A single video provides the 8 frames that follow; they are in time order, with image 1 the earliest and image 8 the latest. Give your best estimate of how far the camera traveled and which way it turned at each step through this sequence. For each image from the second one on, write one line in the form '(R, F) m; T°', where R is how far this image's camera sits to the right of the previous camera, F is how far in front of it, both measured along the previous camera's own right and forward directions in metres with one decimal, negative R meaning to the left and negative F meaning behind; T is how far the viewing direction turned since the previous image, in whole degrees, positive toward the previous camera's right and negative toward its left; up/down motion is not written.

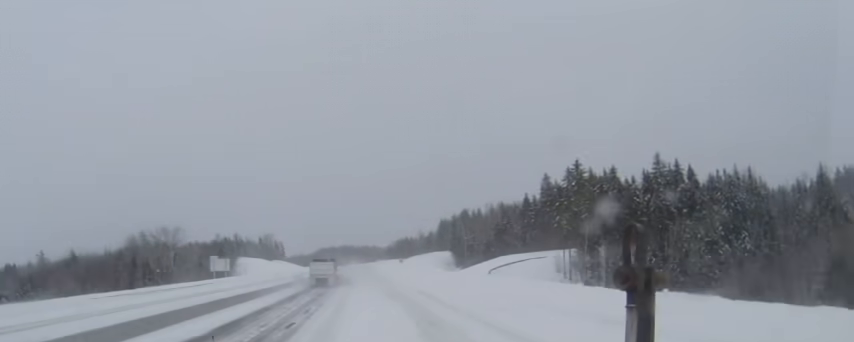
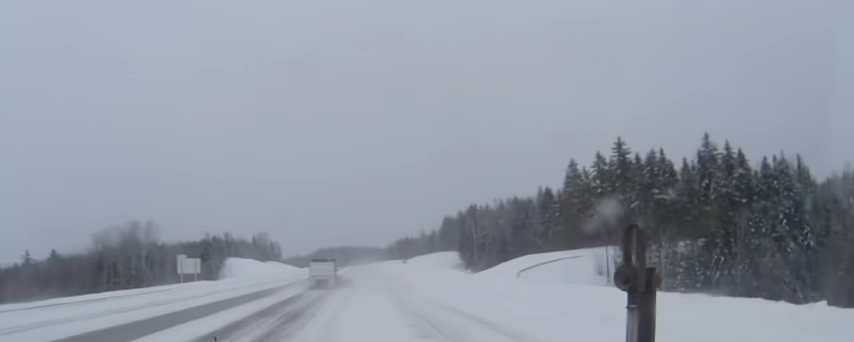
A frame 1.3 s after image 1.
(0.0, +20.8) m; 0°
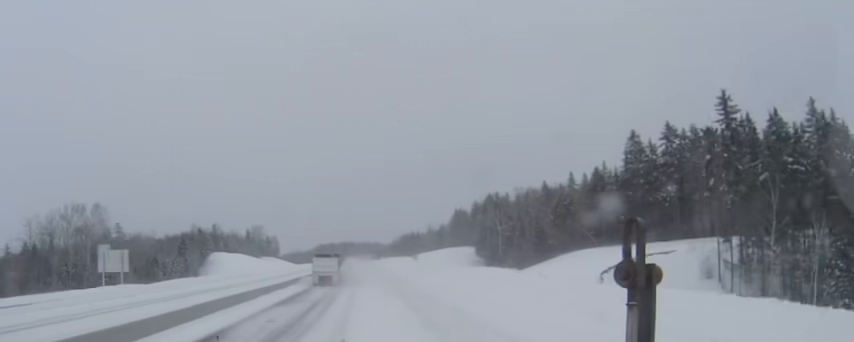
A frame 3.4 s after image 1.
(-0.1, +30.7) m; 0°
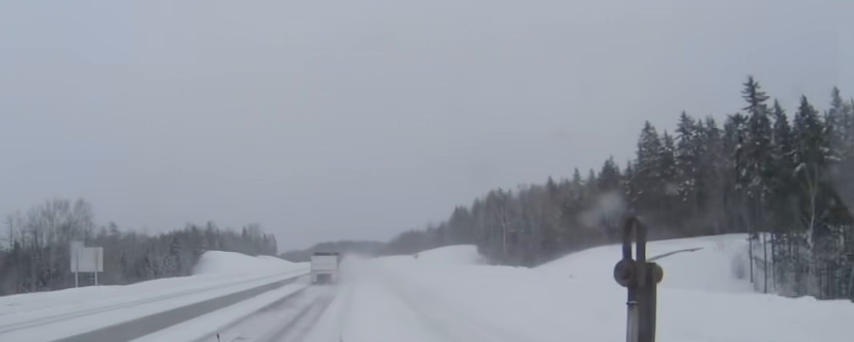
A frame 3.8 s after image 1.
(0.0, +6.5) m; 0°
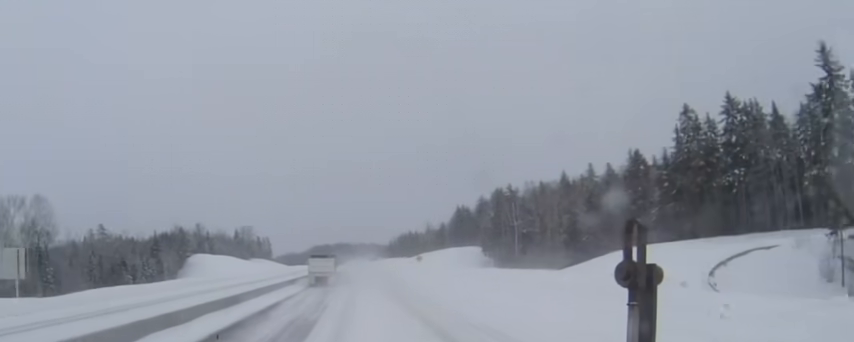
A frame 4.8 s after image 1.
(+0.1, +14.8) m; 0°
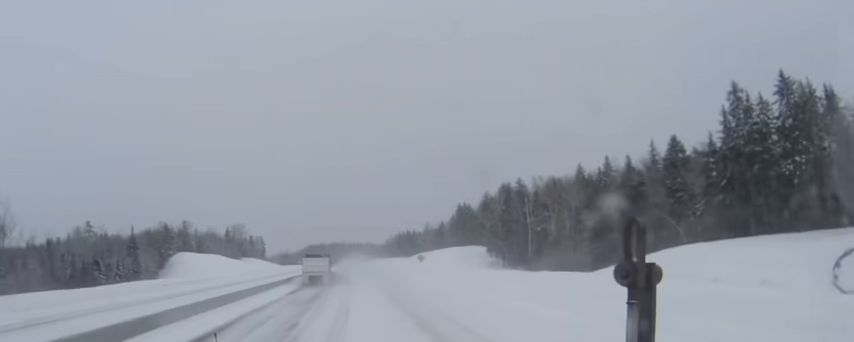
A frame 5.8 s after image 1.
(0.0, +14.5) m; 0°
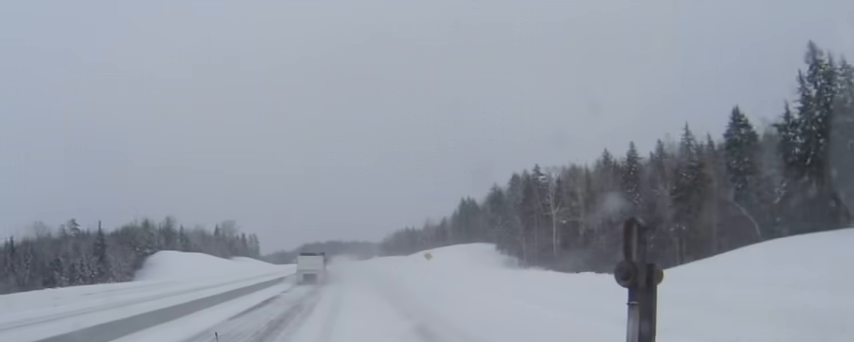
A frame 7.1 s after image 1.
(0.0, +18.1) m; 0°
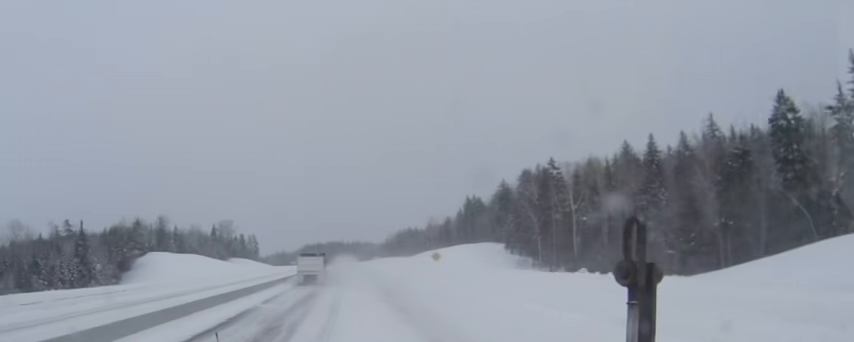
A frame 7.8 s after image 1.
(0.0, +9.9) m; 0°
